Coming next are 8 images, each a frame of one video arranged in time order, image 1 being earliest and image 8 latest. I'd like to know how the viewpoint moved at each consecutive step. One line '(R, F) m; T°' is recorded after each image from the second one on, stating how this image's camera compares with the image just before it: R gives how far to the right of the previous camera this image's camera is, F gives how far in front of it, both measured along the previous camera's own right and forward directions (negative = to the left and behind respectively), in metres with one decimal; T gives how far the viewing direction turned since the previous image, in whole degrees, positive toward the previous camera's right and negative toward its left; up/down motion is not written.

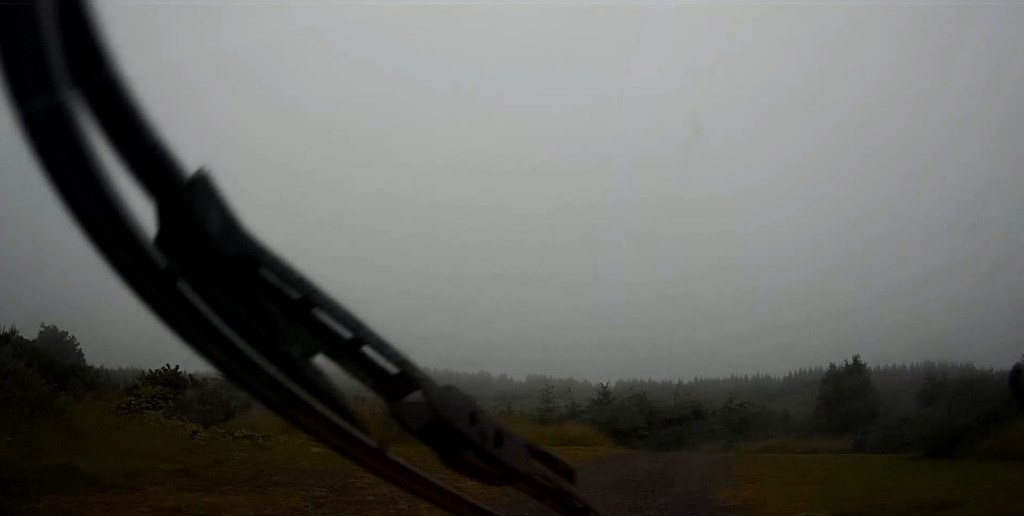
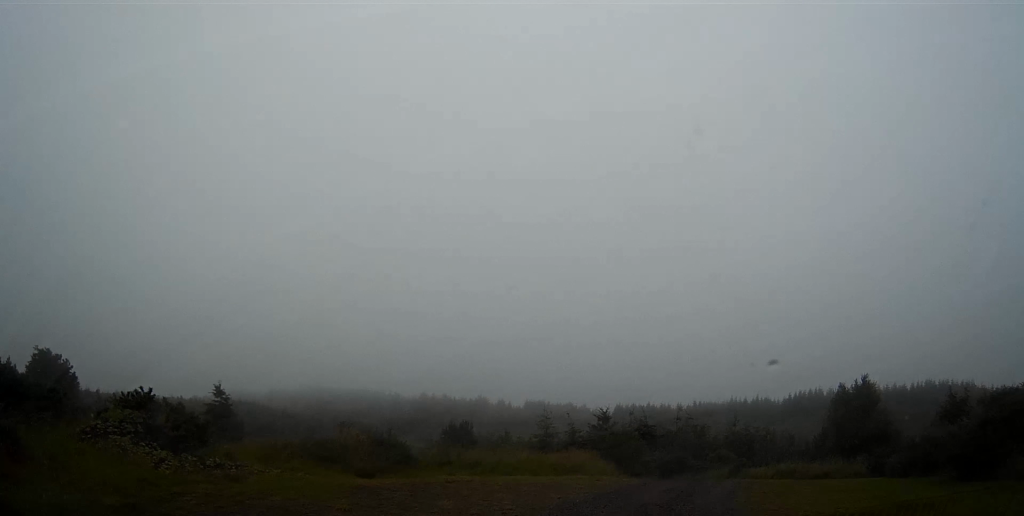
(-0.1, +1.0) m; -5°
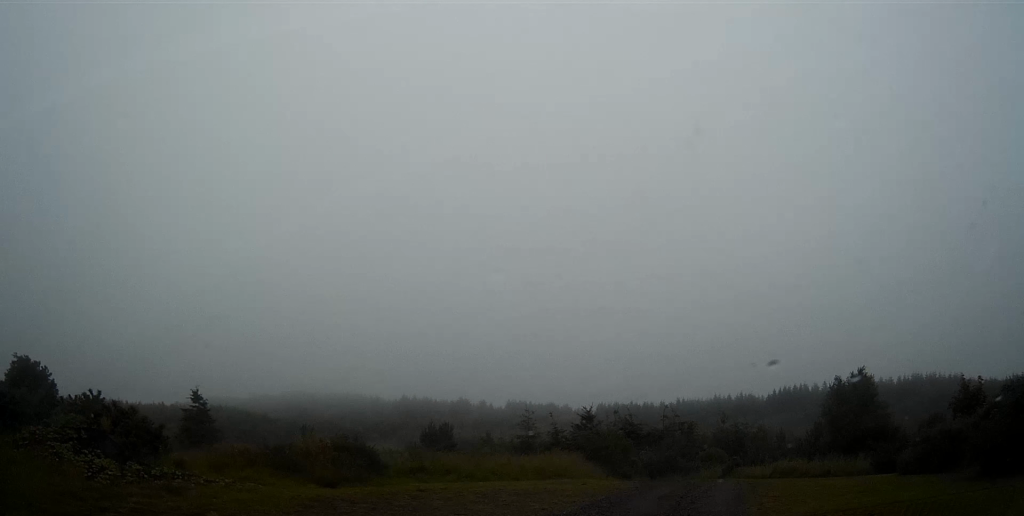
(-0.1, +1.2) m; -7°
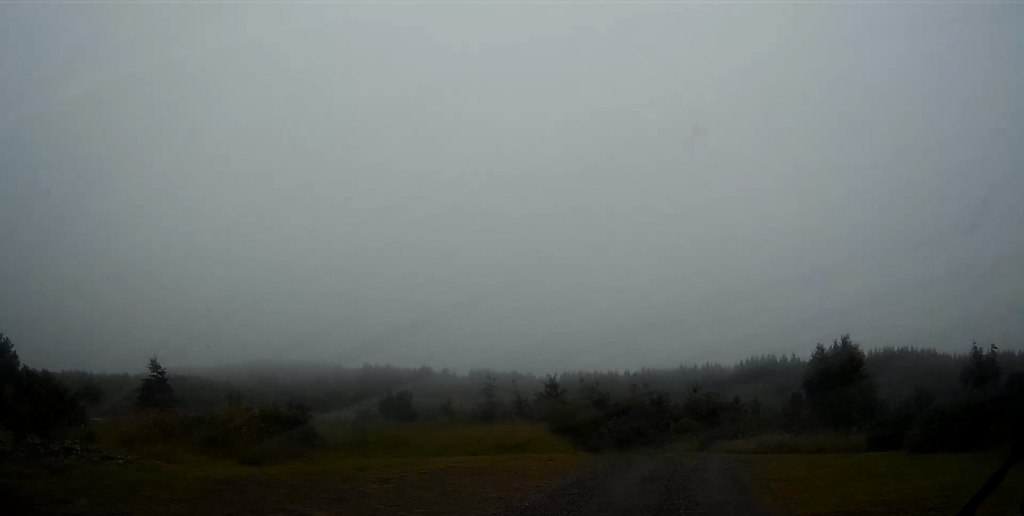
(-0.1, +1.7) m; -3°
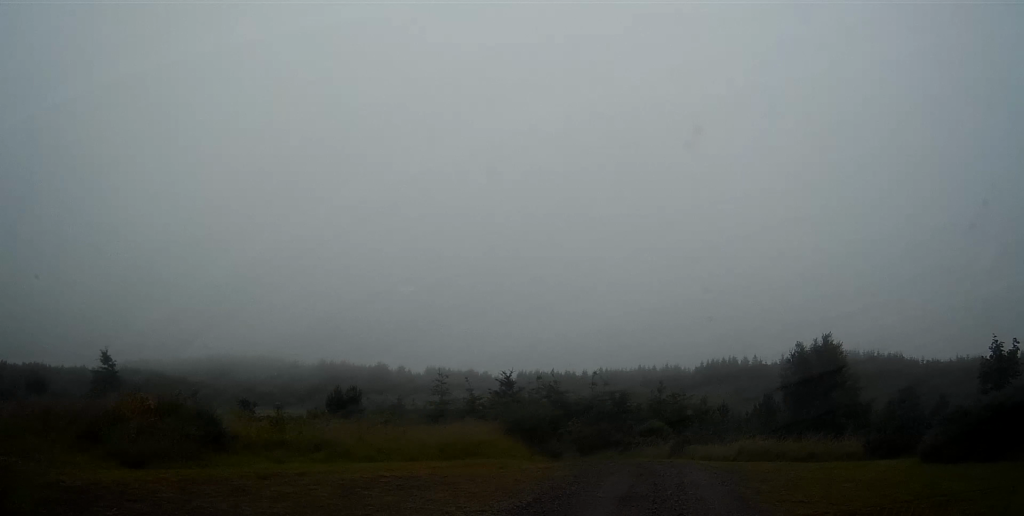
(0.0, +2.1) m; +5°
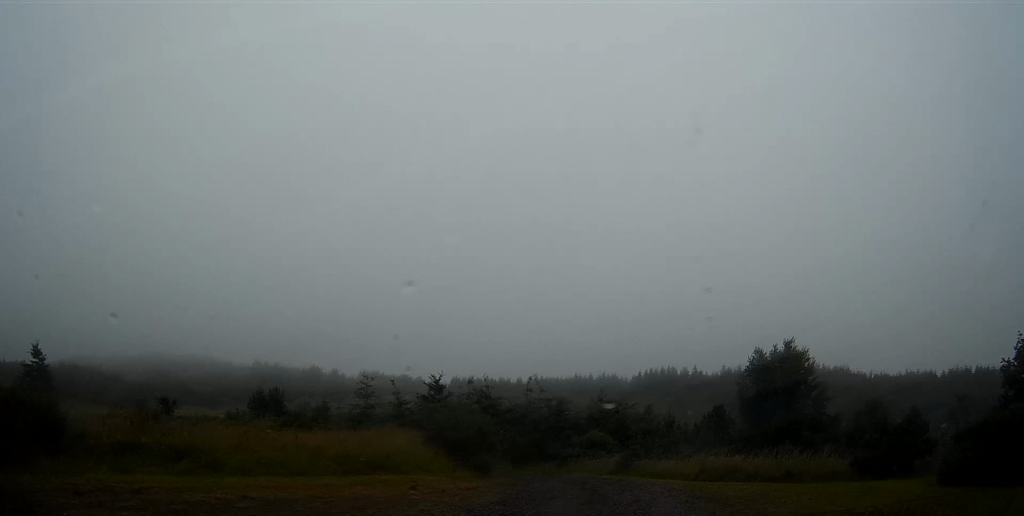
(+0.2, +2.7) m; +6°
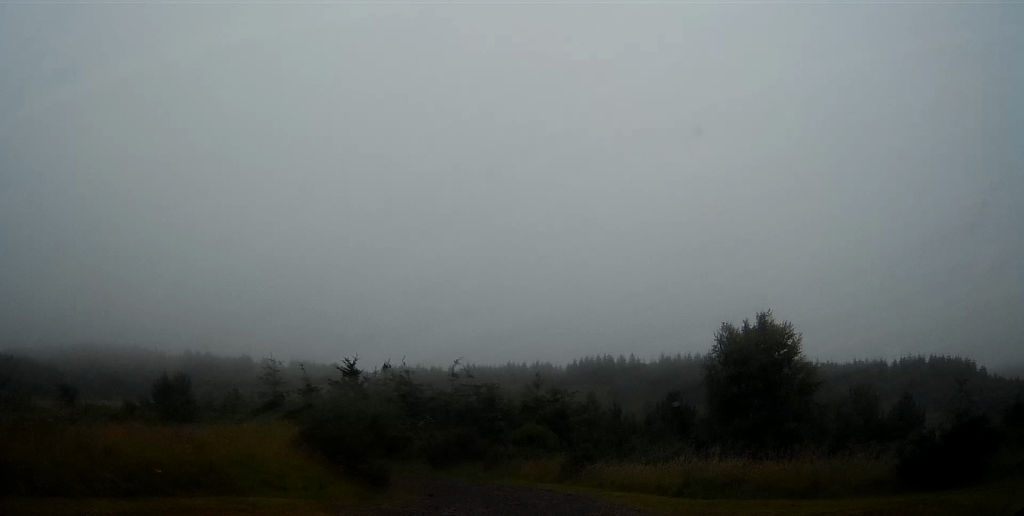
(+0.4, +5.0) m; +8°
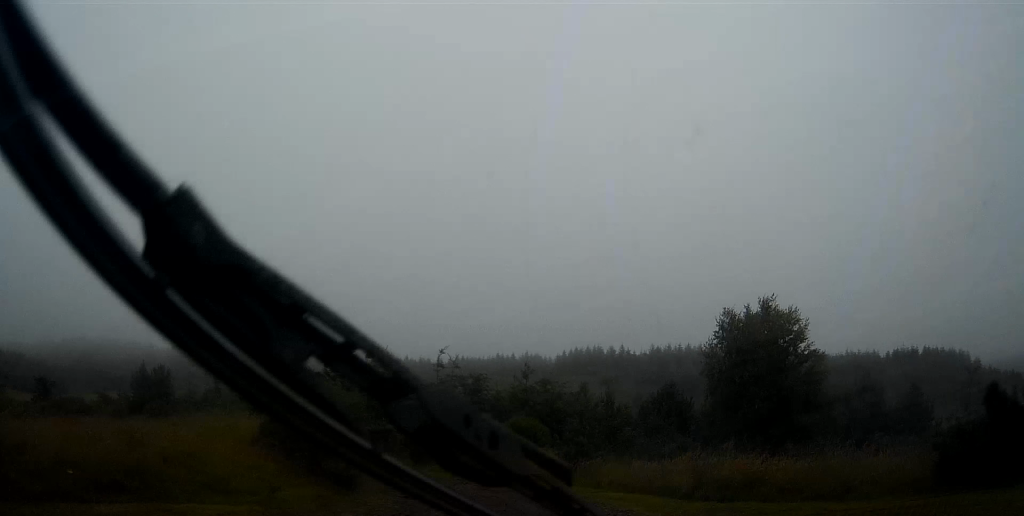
(+0.1, +1.7) m; +1°
